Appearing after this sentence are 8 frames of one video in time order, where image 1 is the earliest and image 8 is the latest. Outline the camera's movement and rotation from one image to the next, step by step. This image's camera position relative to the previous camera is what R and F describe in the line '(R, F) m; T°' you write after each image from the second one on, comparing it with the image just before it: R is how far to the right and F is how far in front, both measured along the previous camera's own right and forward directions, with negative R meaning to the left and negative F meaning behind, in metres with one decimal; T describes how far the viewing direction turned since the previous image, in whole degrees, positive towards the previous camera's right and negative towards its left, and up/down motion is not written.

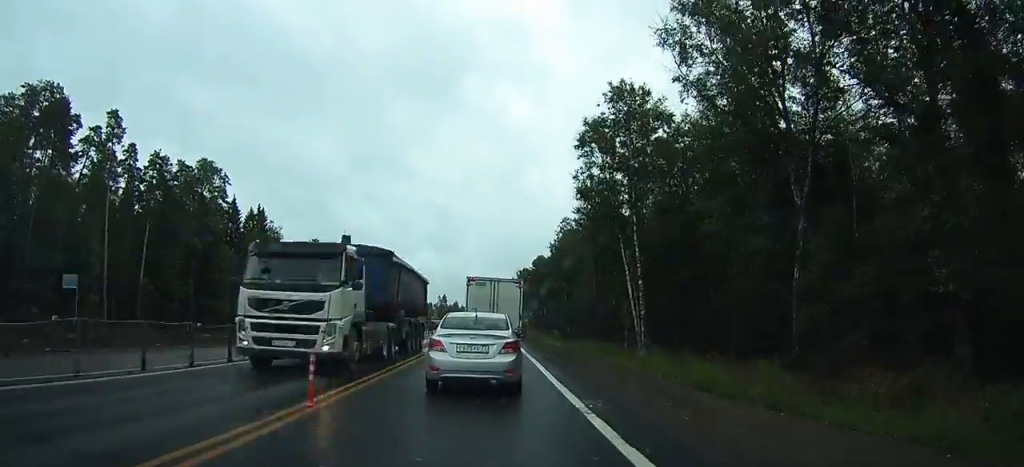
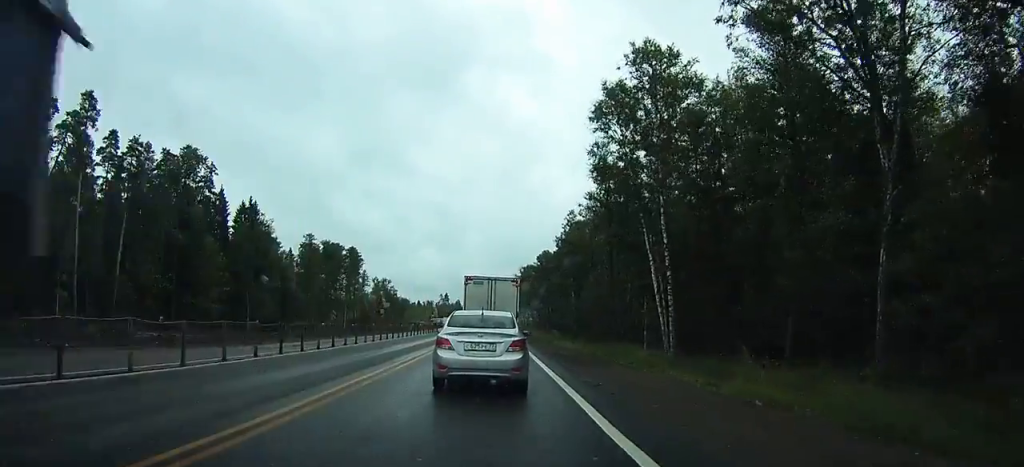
(0.0, +6.3) m; 0°
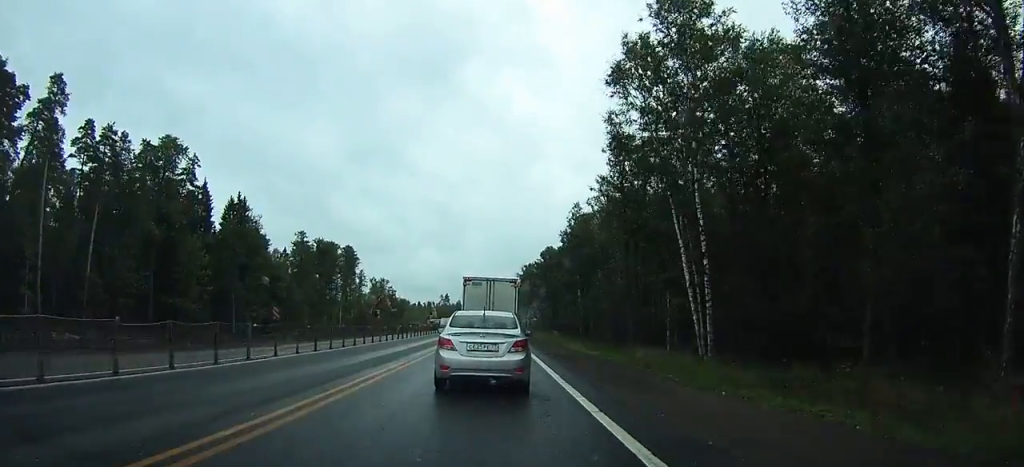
(0.0, +6.0) m; 0°
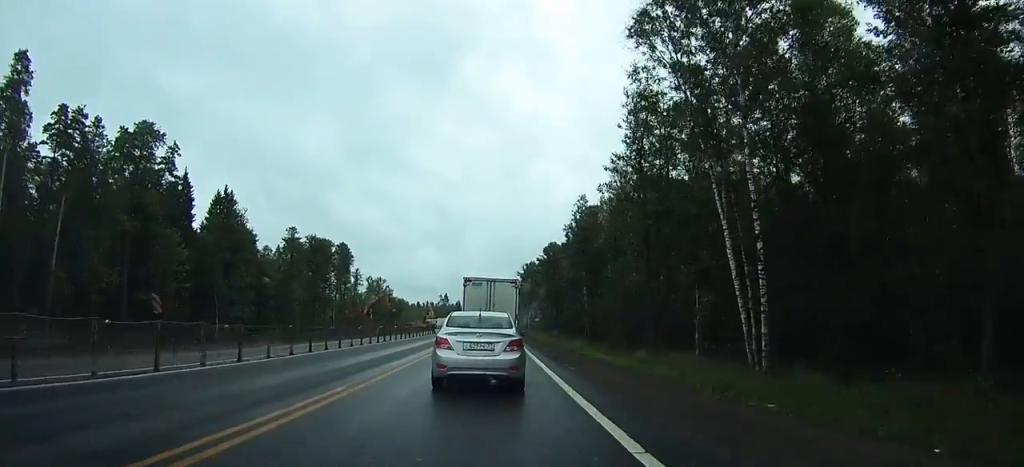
(+0.1, +6.1) m; 0°
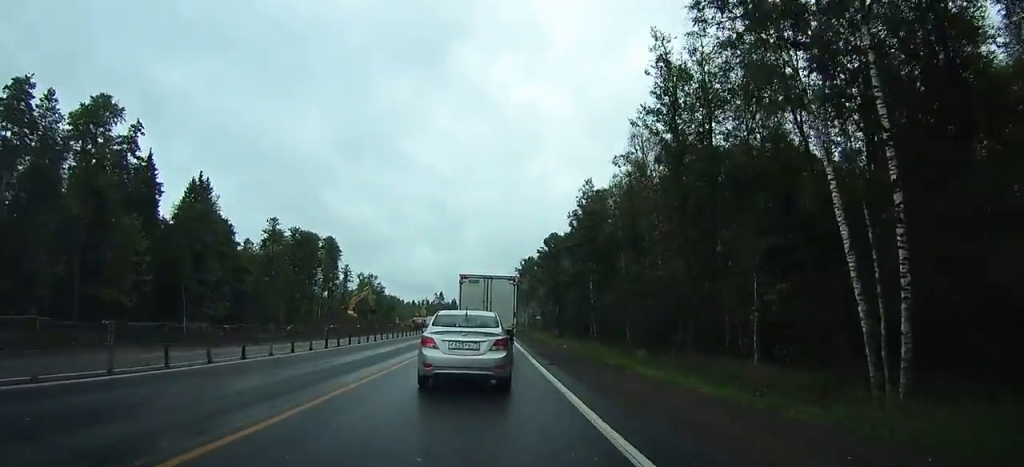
(0.0, +8.8) m; 0°
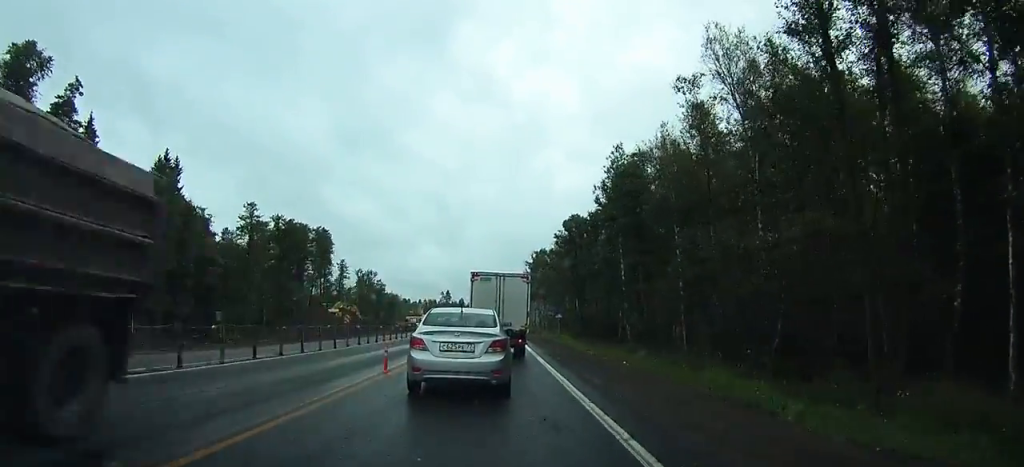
(-0.1, +16.1) m; -1°
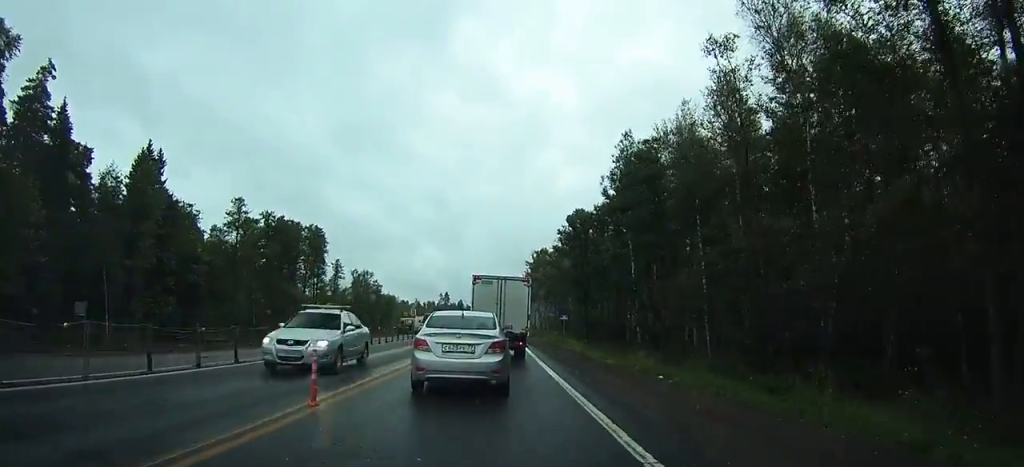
(0.0, +5.6) m; 0°
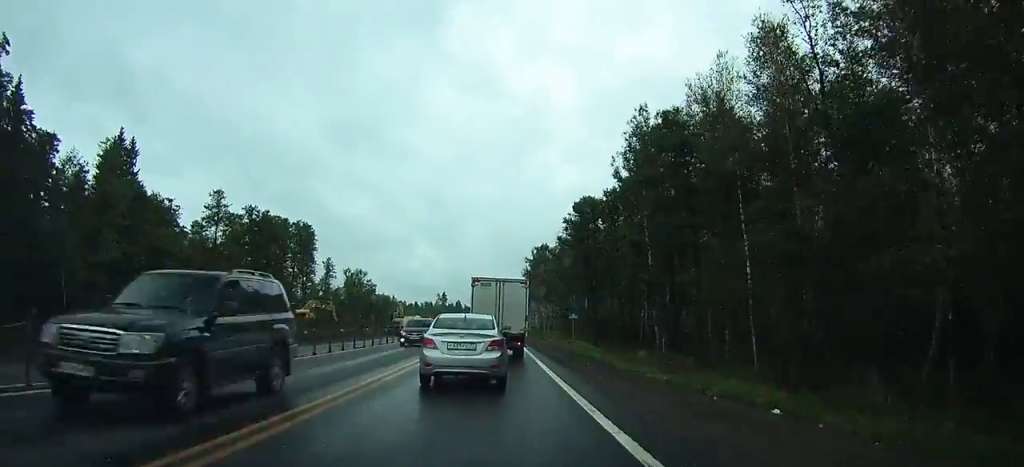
(0.0, +8.0) m; 0°
